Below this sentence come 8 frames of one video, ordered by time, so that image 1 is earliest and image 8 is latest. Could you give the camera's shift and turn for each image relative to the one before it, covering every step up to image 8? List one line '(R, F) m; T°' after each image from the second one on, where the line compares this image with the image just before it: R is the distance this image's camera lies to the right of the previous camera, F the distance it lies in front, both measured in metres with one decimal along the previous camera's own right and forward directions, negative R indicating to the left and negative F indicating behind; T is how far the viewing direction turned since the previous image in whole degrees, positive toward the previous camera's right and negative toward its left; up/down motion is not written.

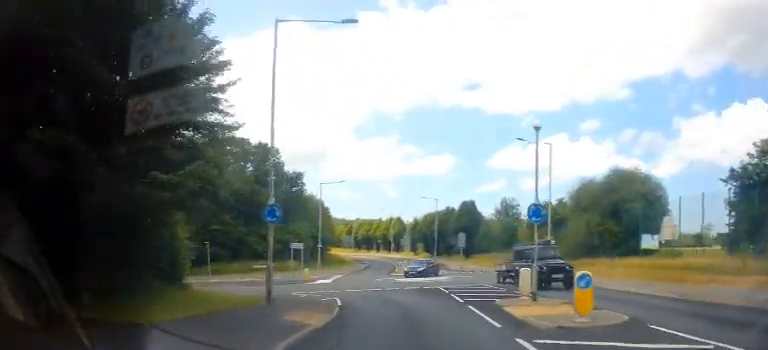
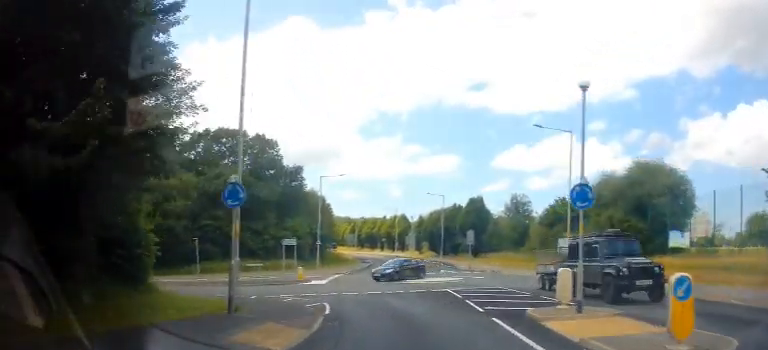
(+0.1, +3.9) m; +1°
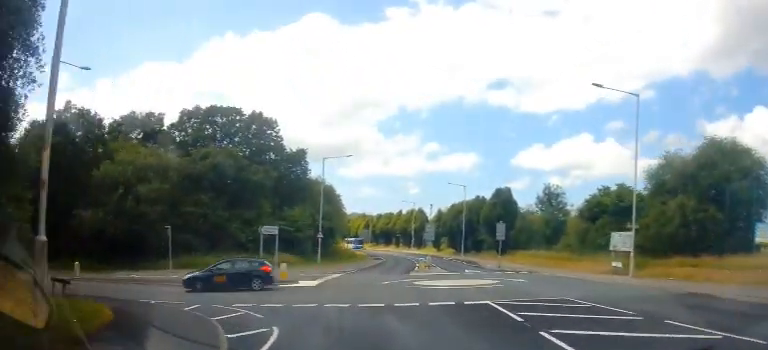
(0.0, +8.2) m; 0°
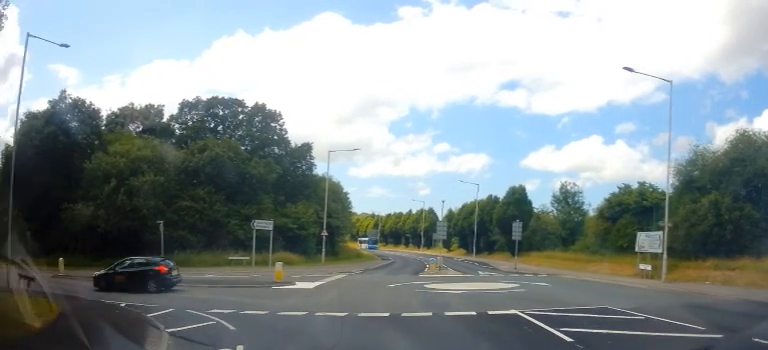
(0.0, +2.9) m; -2°
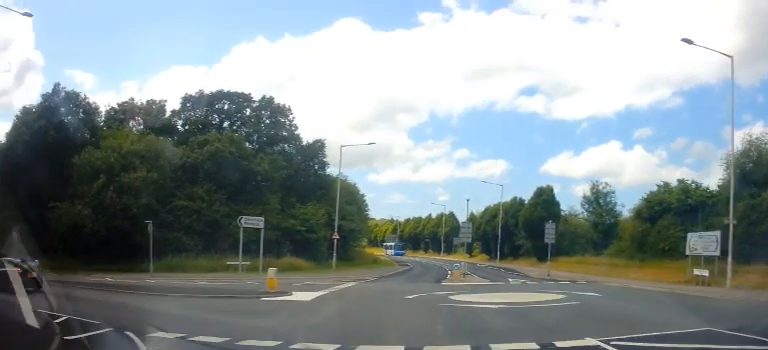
(+0.1, +3.8) m; -5°
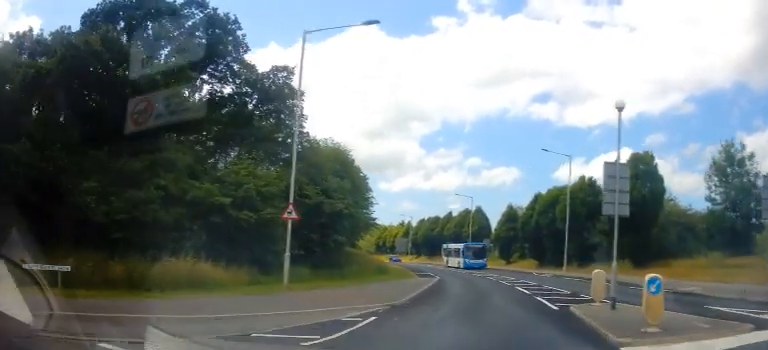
(-1.8, +19.6) m; -1°
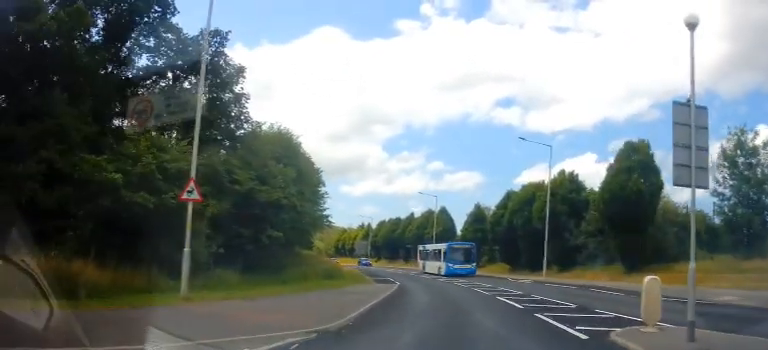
(+0.1, +4.9) m; +2°
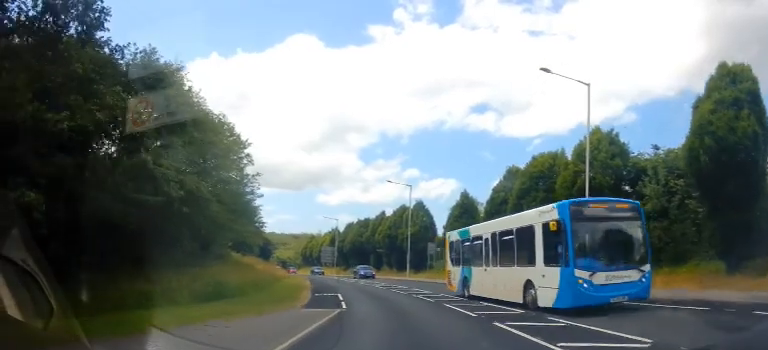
(+0.8, +13.5) m; +5°
